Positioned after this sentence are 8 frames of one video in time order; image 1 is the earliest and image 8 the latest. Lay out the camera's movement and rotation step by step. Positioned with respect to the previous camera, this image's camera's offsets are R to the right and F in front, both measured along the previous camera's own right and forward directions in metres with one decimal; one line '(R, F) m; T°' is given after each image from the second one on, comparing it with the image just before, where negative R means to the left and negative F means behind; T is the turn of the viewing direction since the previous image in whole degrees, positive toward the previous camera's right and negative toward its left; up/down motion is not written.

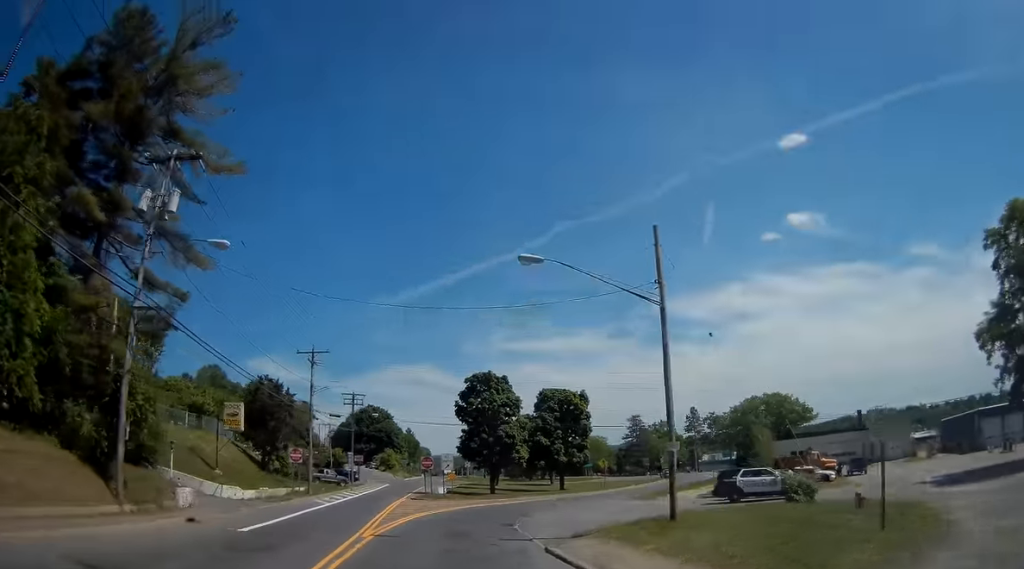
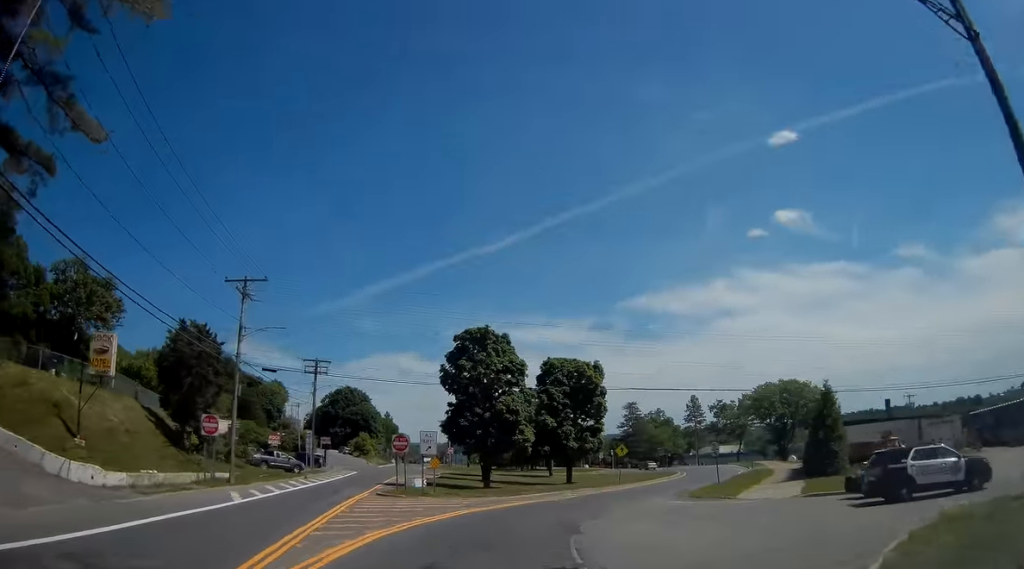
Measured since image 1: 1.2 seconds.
(+0.3, +13.5) m; +5°
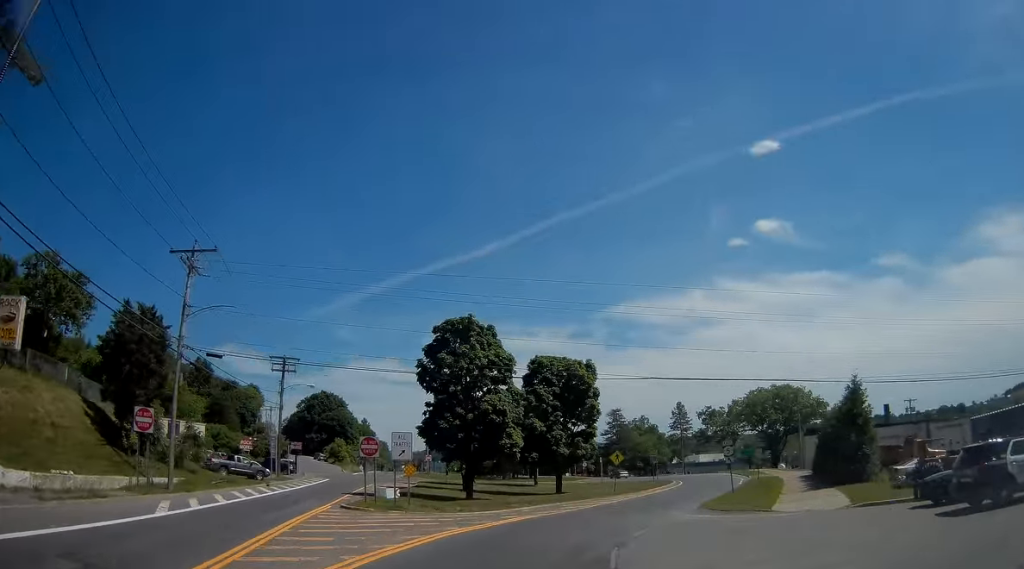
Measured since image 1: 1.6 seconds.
(-0.1, +5.3) m; +3°
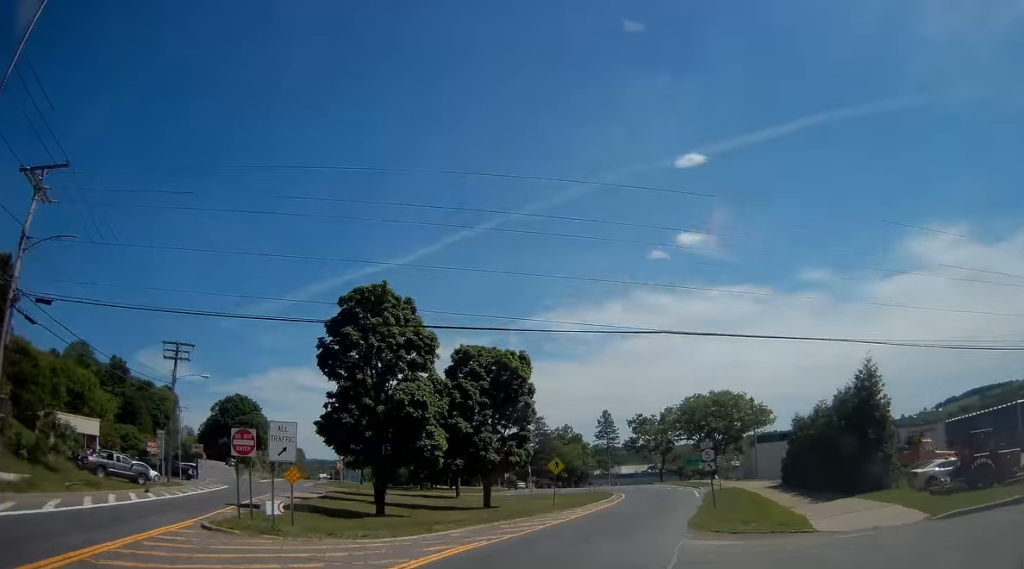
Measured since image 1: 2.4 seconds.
(+0.7, +8.4) m; +9°
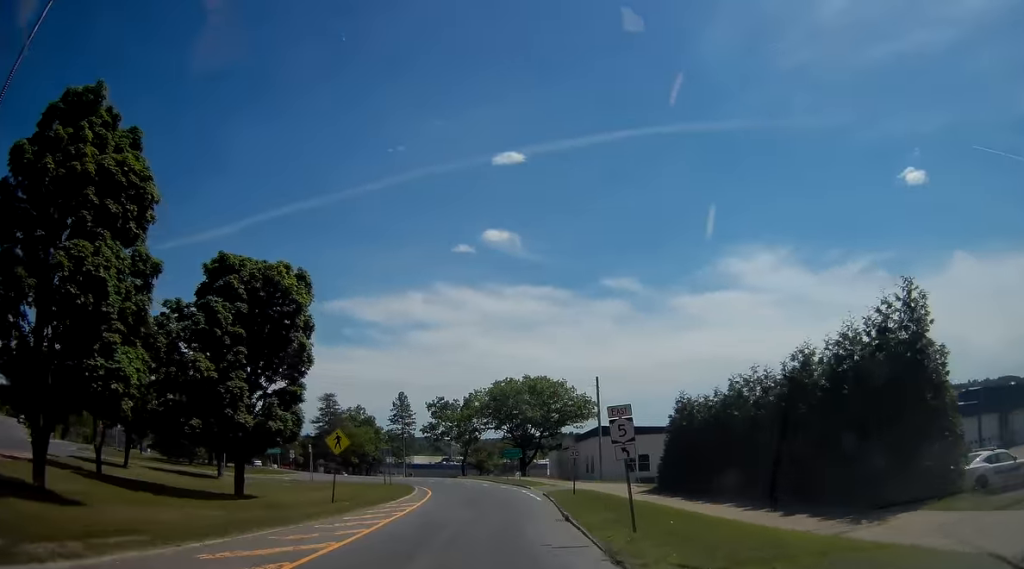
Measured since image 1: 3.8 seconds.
(+2.3, +14.9) m; +14°
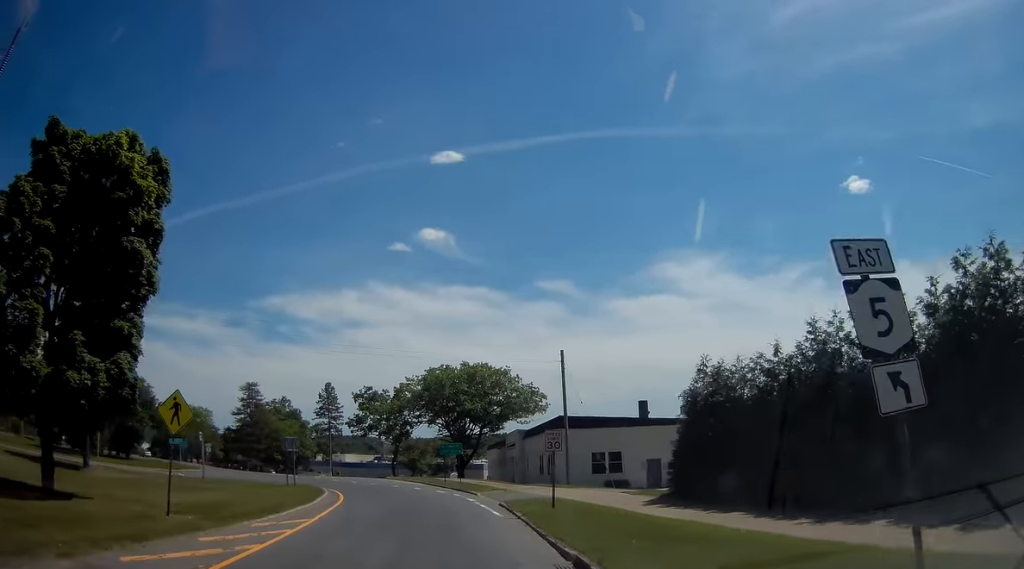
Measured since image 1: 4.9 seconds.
(+0.4, +11.6) m; +4°
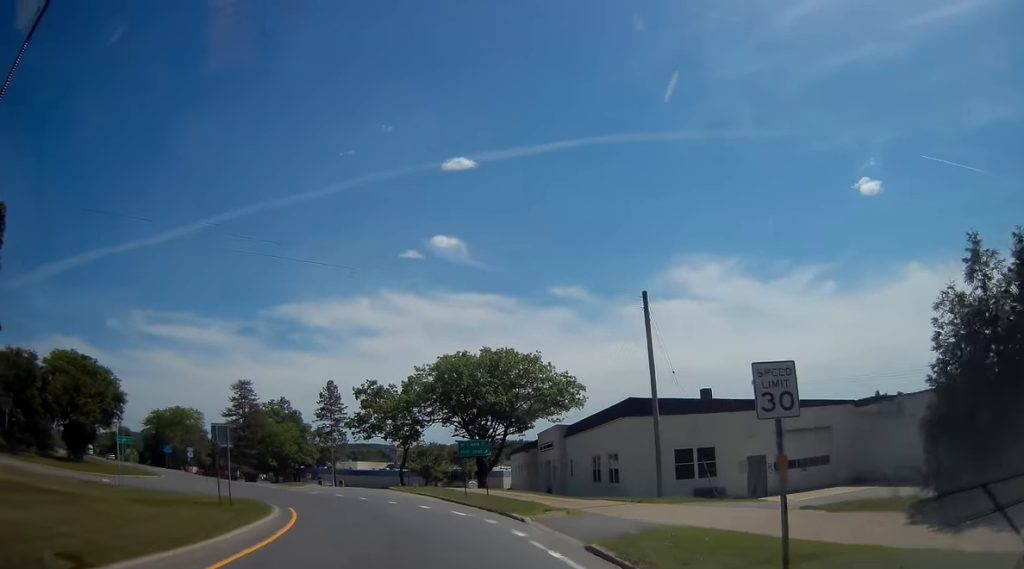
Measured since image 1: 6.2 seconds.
(+0.2, +14.0) m; -2°
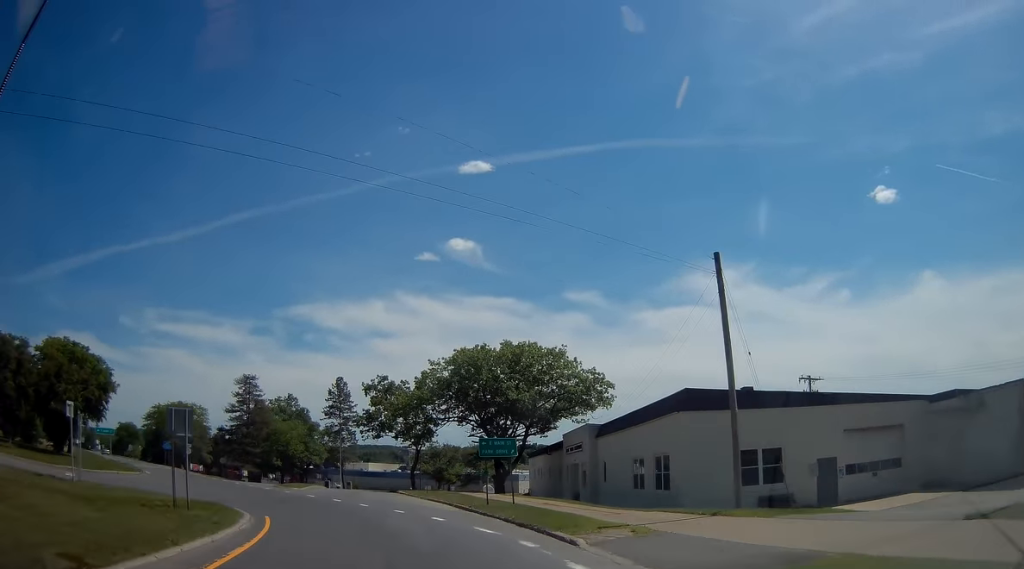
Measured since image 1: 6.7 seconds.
(+0.1, +5.5) m; -2°
